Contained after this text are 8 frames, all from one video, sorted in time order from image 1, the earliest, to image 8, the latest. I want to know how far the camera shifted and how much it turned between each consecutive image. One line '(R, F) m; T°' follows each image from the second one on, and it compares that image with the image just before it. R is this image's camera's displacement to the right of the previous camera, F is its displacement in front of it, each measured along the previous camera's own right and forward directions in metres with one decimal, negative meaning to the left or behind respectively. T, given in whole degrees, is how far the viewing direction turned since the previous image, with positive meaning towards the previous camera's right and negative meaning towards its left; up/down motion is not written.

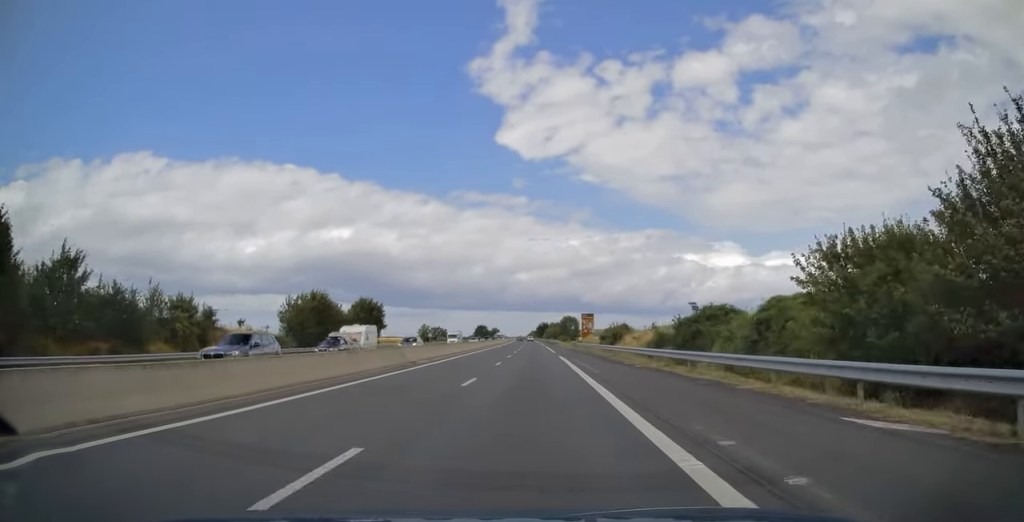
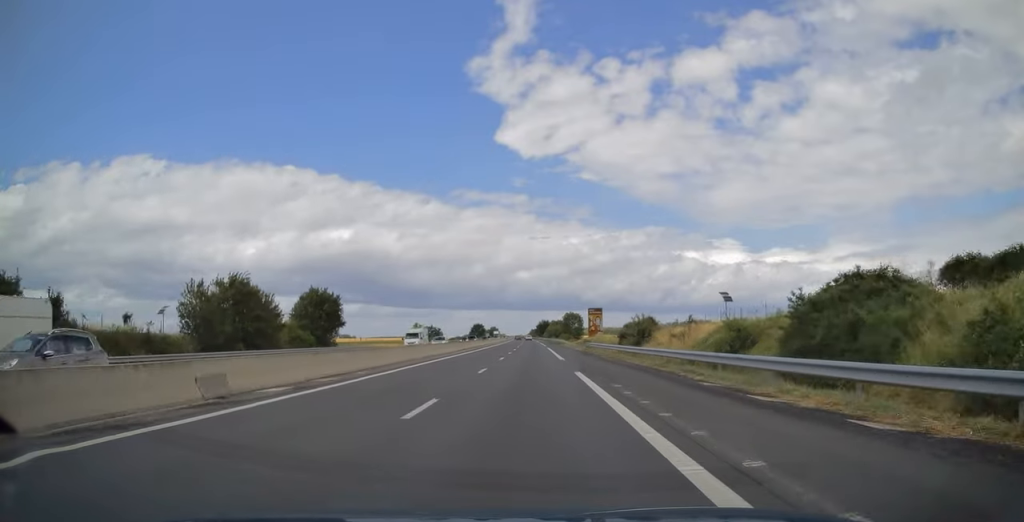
(-0.1, +20.3) m; 0°
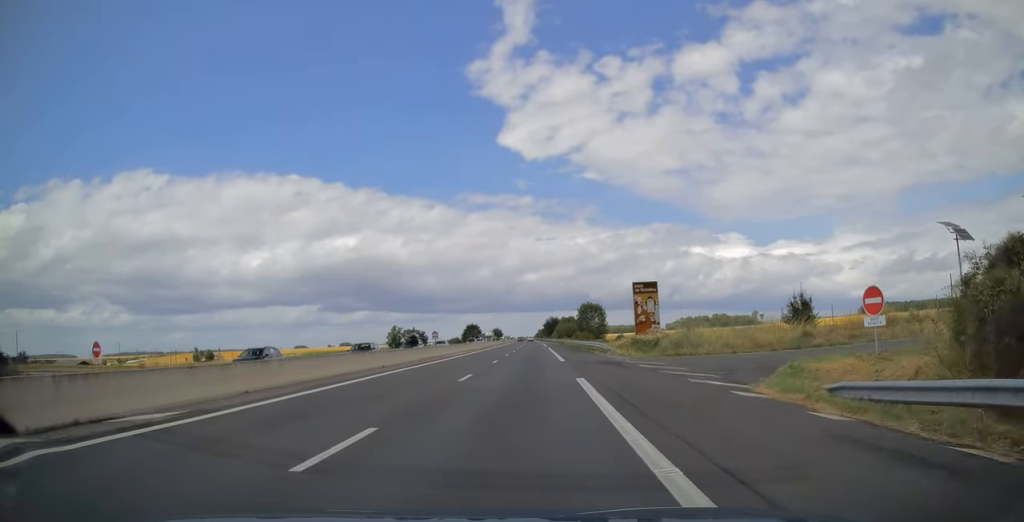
(-0.1, +56.5) m; 0°
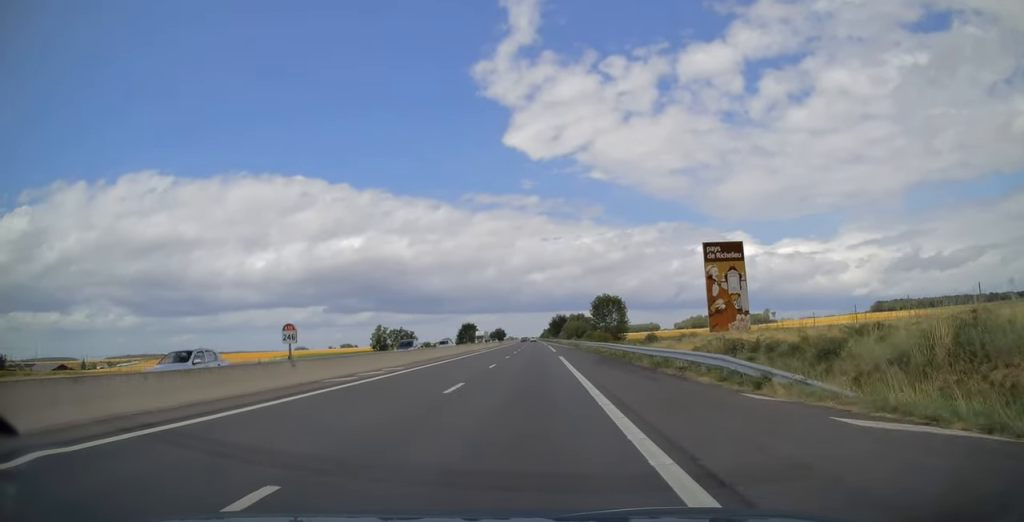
(-0.1, +30.1) m; -1°
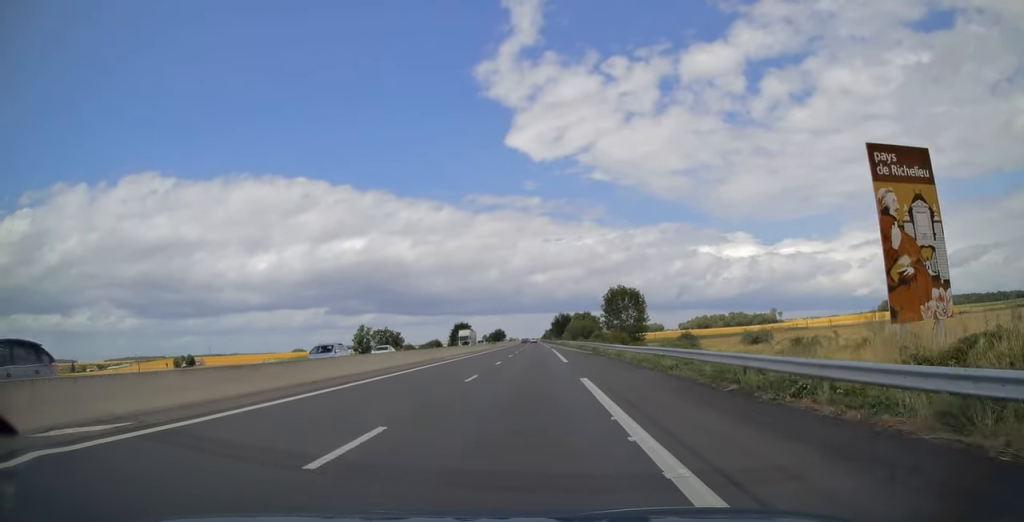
(-0.1, +22.6) m; 0°
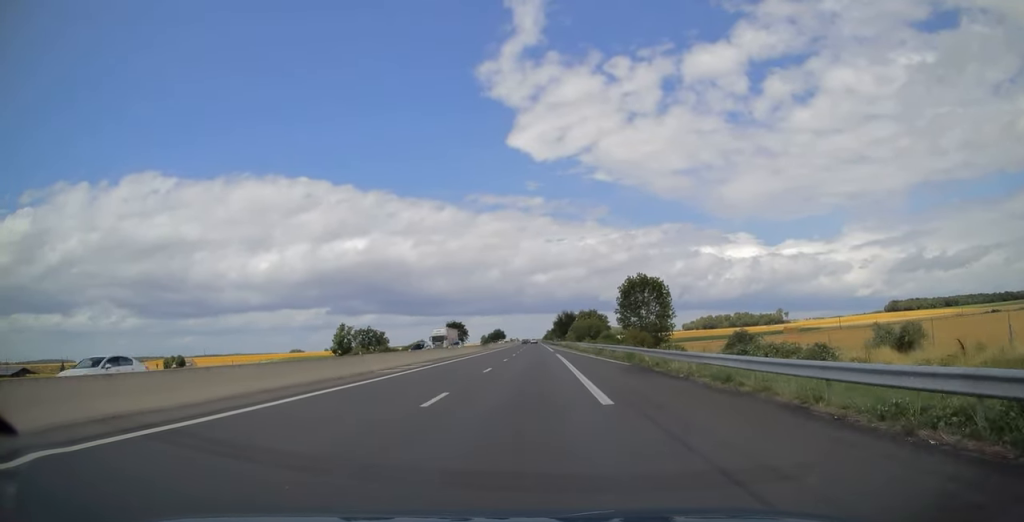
(-0.1, +20.2) m; 0°
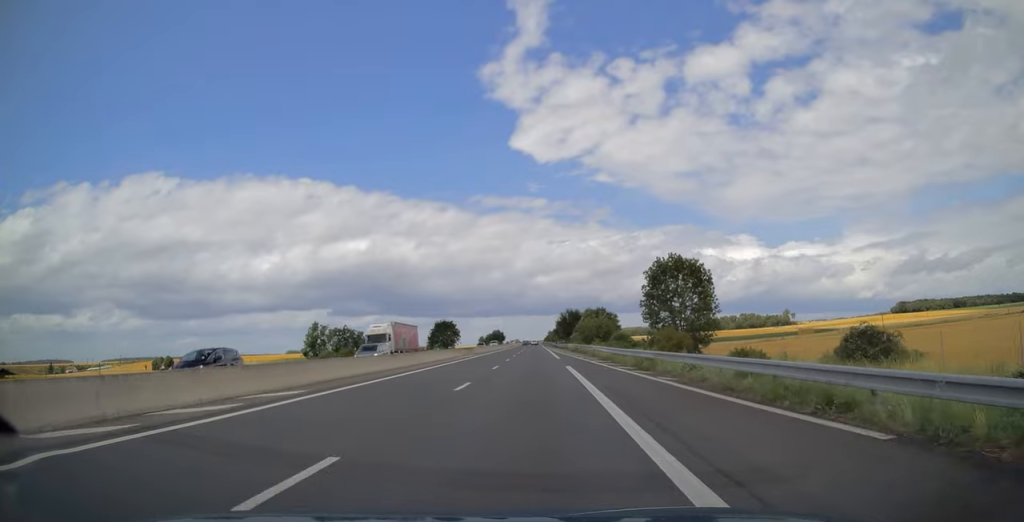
(0.0, +21.5) m; 0°
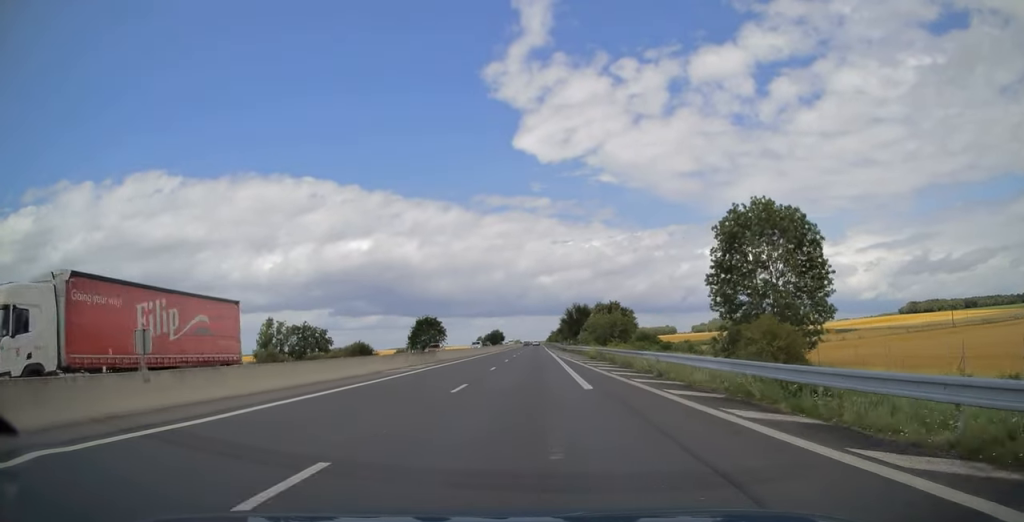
(0.0, +26.3) m; 0°
